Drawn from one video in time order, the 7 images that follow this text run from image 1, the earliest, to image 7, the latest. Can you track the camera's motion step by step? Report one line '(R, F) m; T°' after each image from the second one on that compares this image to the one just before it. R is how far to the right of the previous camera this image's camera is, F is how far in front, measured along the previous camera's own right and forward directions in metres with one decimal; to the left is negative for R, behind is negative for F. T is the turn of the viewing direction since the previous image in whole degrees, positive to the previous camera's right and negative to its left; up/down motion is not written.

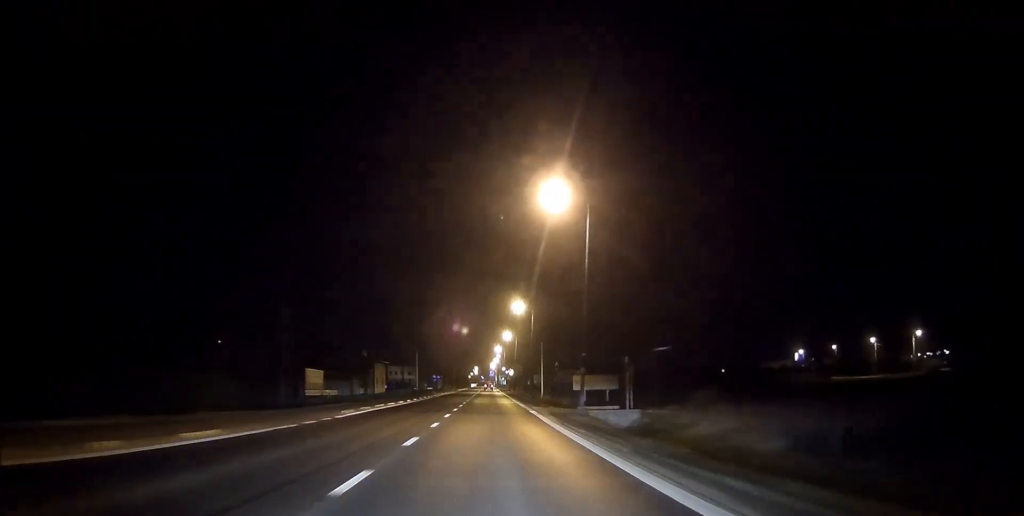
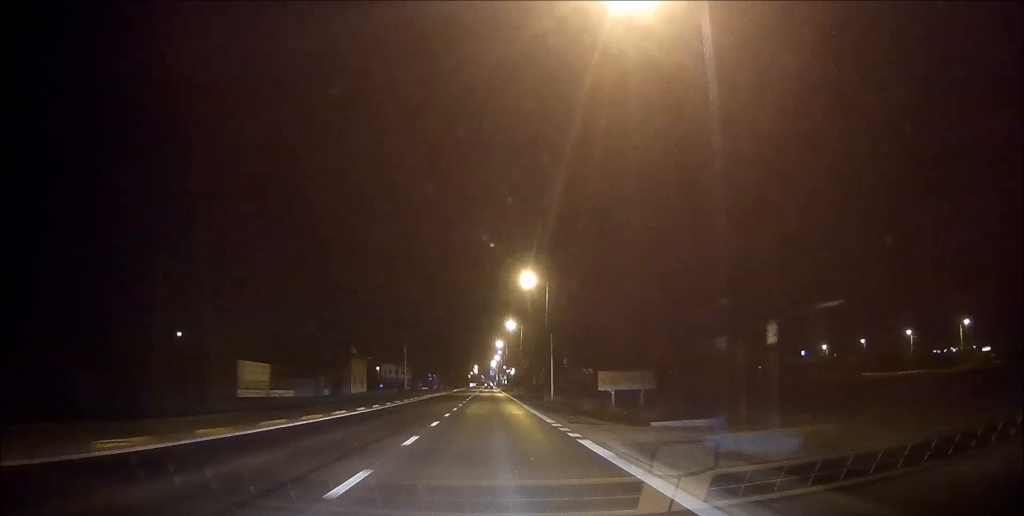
(0.0, +17.5) m; 0°
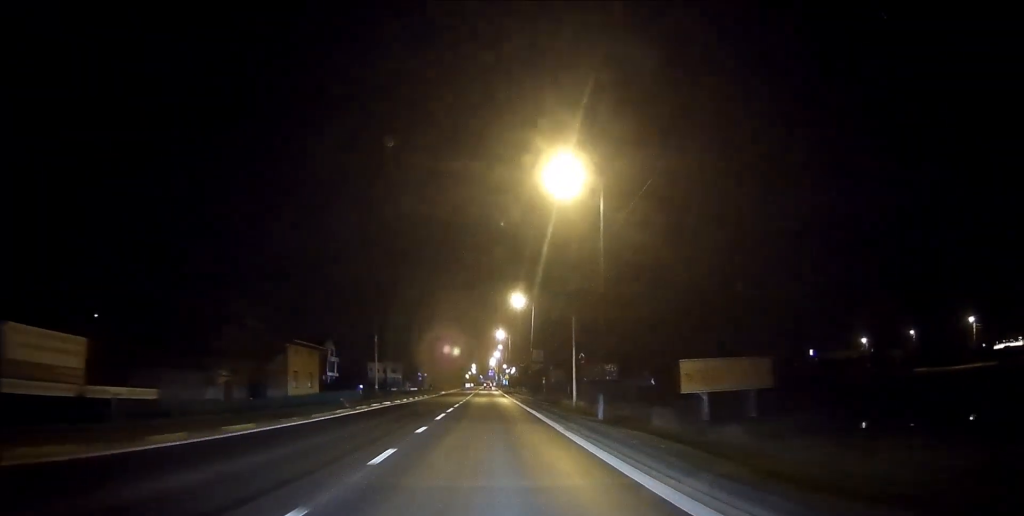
(0.0, +26.2) m; 0°
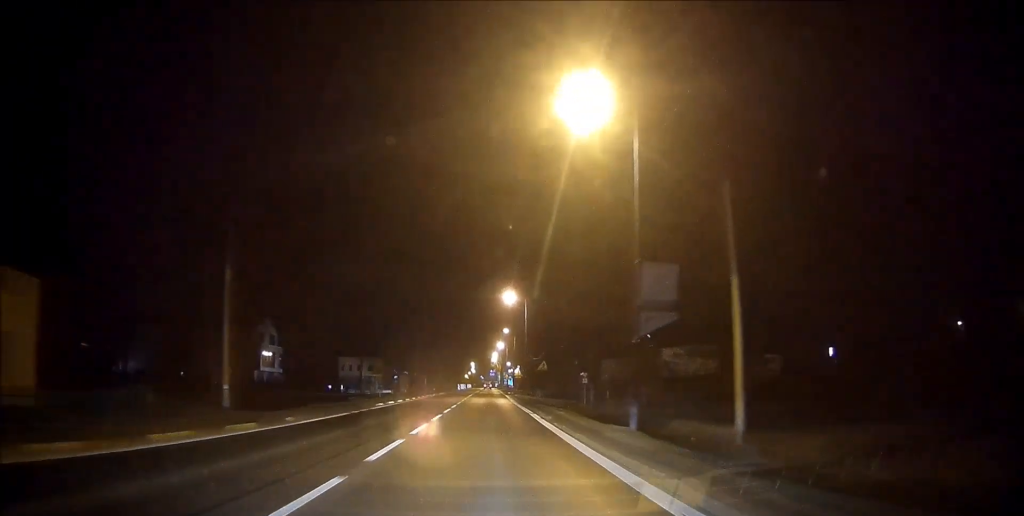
(-0.2, +46.8) m; 0°
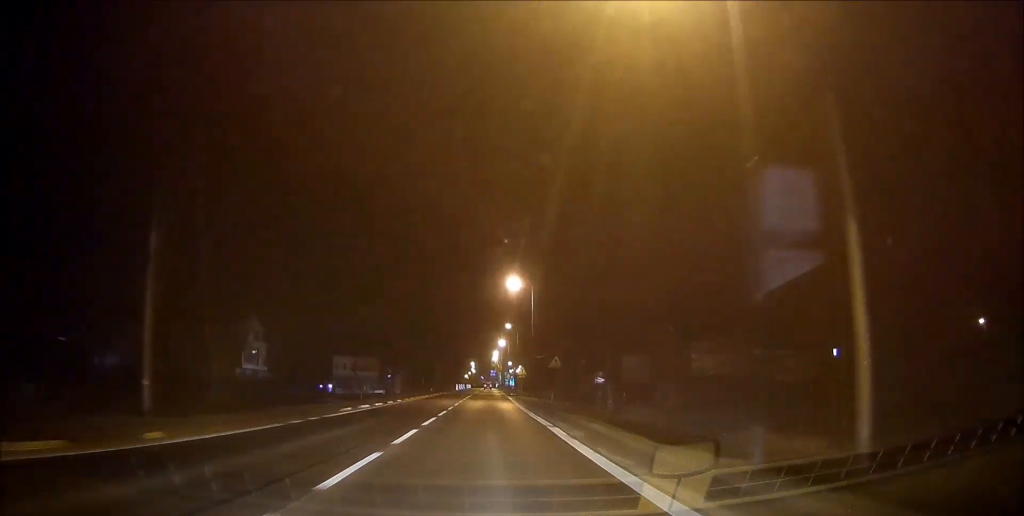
(0.0, +8.7) m; 0°
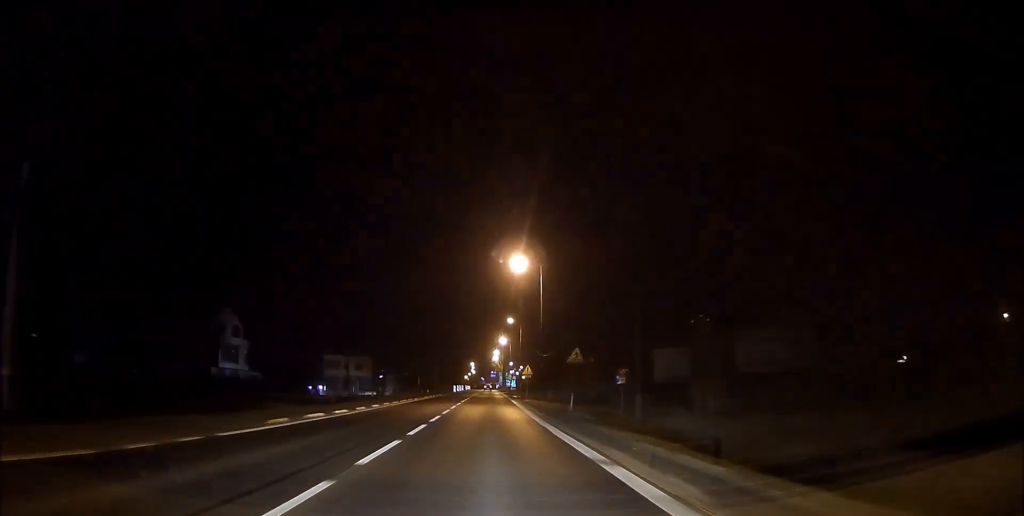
(0.0, +9.3) m; 0°
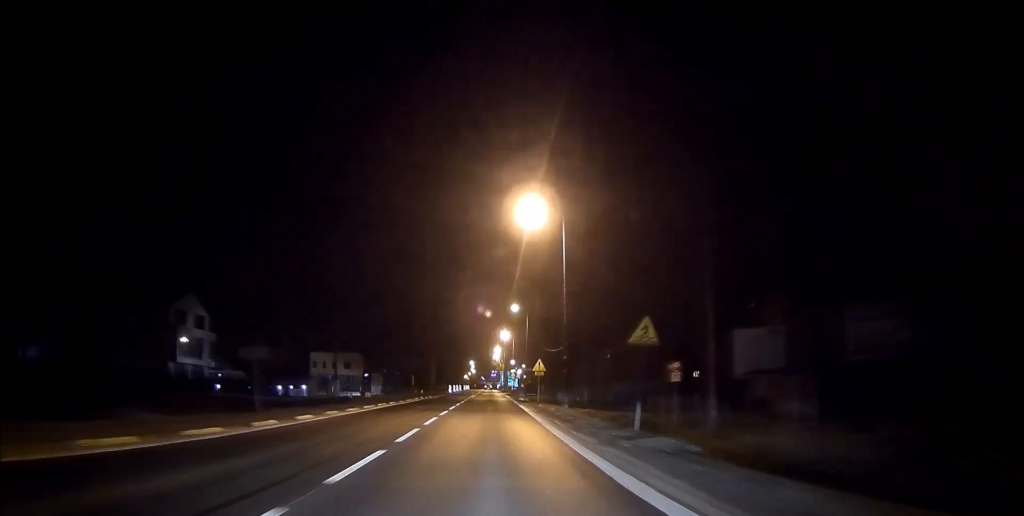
(-0.1, +13.6) m; 0°
